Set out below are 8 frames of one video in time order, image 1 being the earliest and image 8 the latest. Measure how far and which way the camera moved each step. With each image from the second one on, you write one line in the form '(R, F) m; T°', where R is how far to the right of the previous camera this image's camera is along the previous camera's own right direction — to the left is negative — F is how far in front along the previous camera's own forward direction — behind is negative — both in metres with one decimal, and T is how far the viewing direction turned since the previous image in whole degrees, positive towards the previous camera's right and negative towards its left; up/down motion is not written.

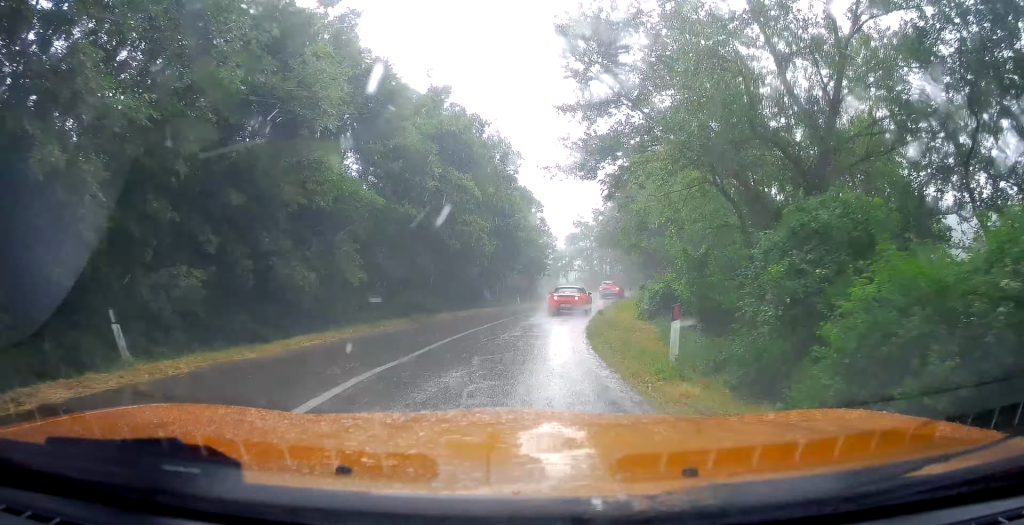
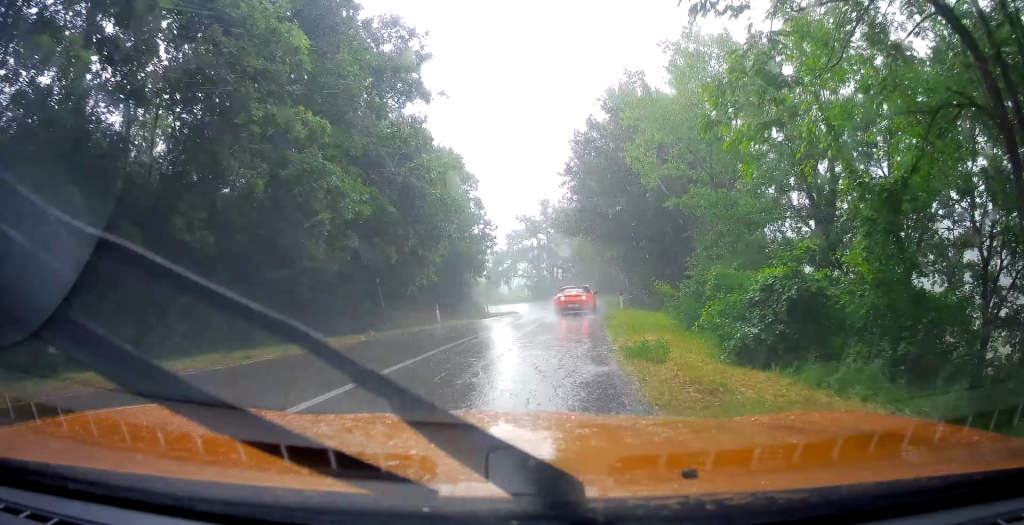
(-0.6, +16.8) m; -1°
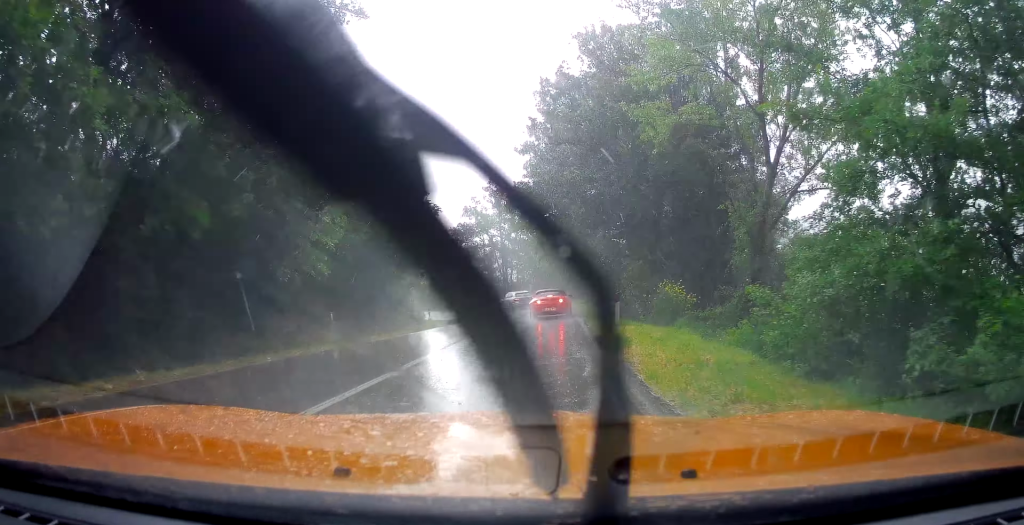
(0.0, +10.0) m; +2°
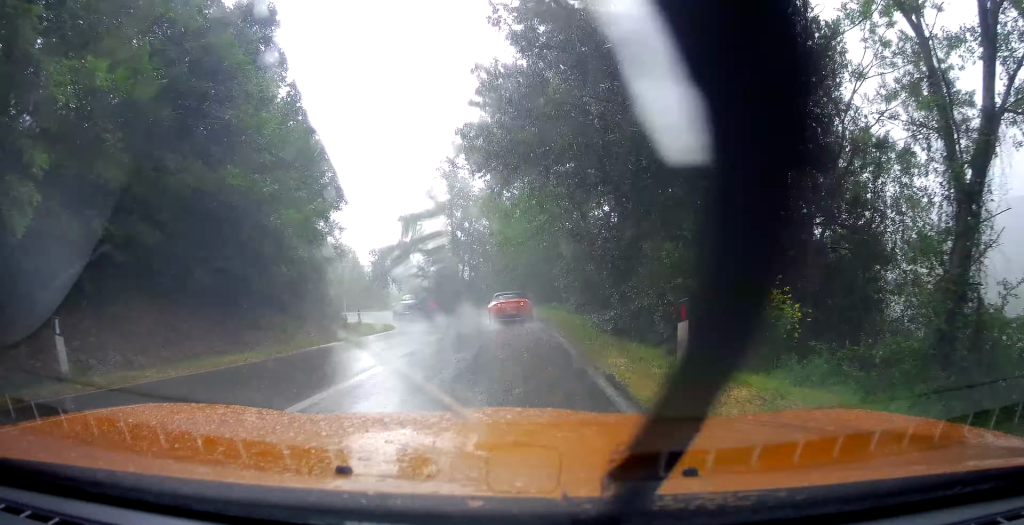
(+0.6, +10.7) m; +1°
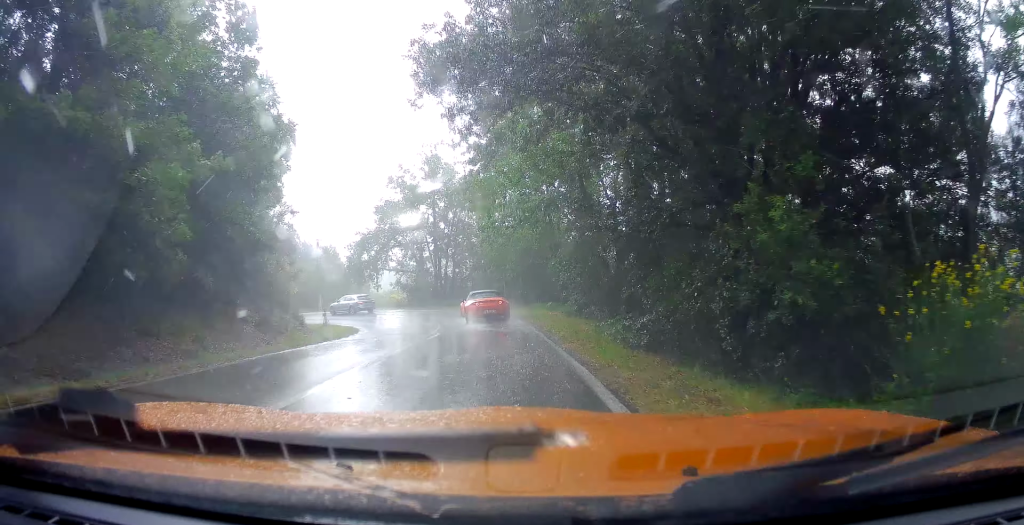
(-0.3, +6.2) m; -2°
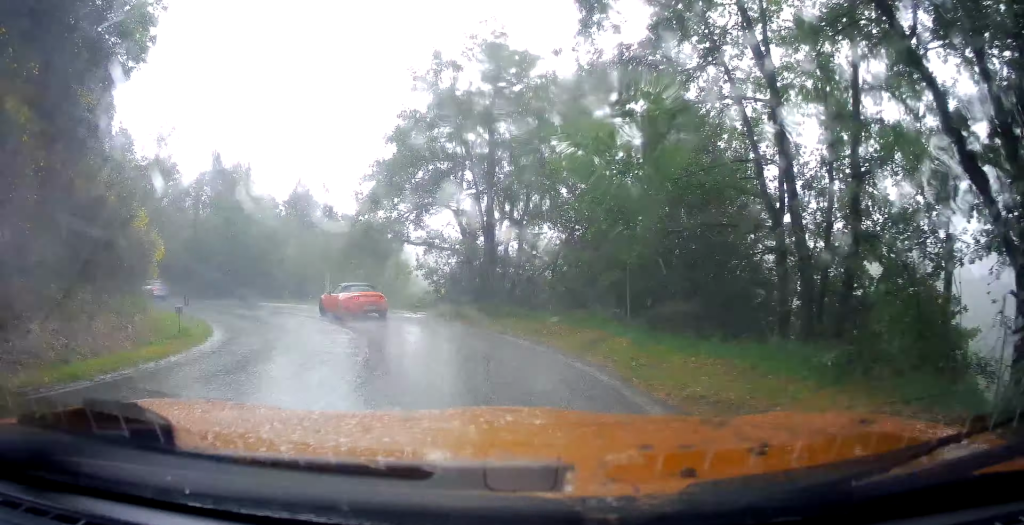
(-1.3, +25.7) m; -8°
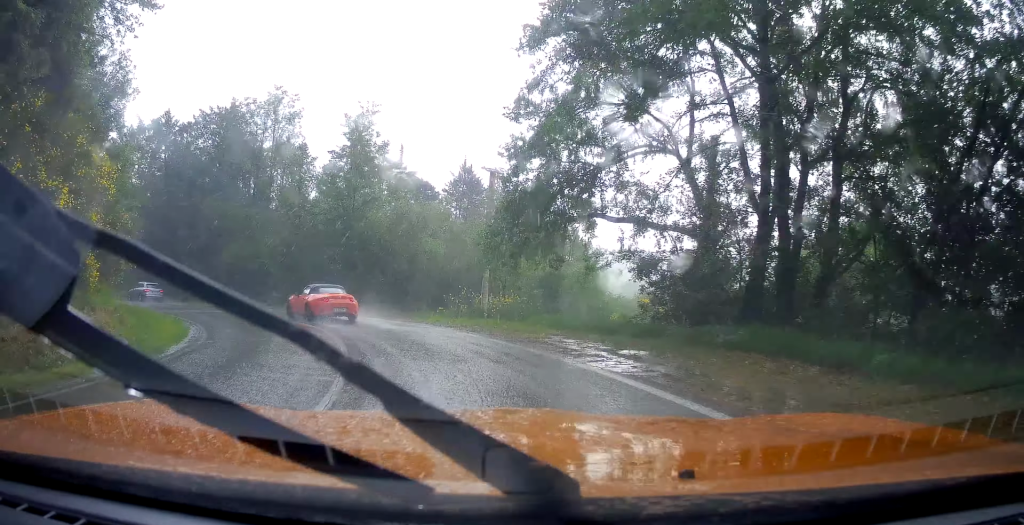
(-2.0, +15.1) m; -19°
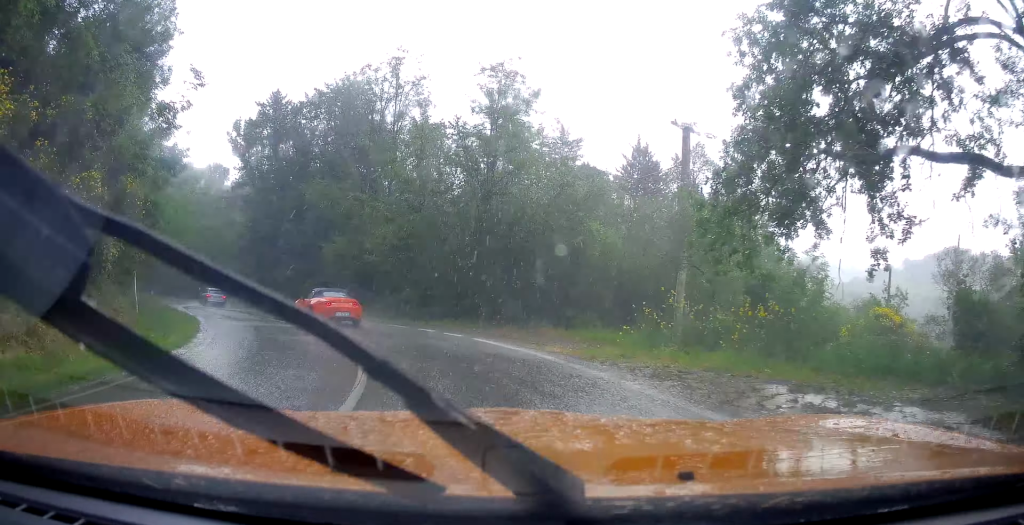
(-1.4, +10.1) m; -12°
